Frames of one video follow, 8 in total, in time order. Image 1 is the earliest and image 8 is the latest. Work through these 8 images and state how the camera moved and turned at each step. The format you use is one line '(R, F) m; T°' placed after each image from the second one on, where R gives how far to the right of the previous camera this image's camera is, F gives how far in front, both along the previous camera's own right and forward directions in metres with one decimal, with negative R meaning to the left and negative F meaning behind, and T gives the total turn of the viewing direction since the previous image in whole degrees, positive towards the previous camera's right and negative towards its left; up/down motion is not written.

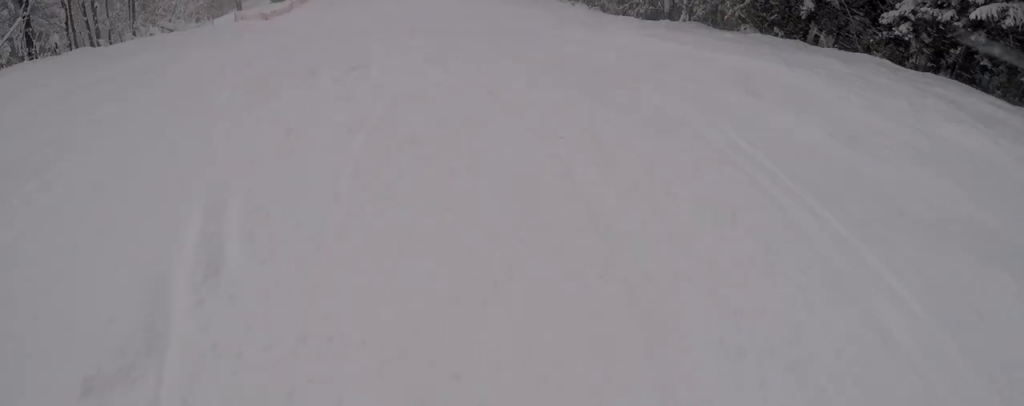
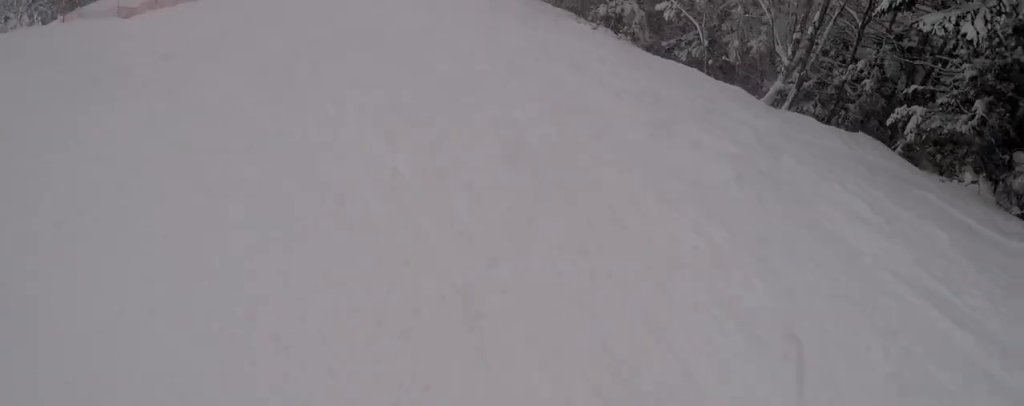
(+1.3, +13.3) m; +2°
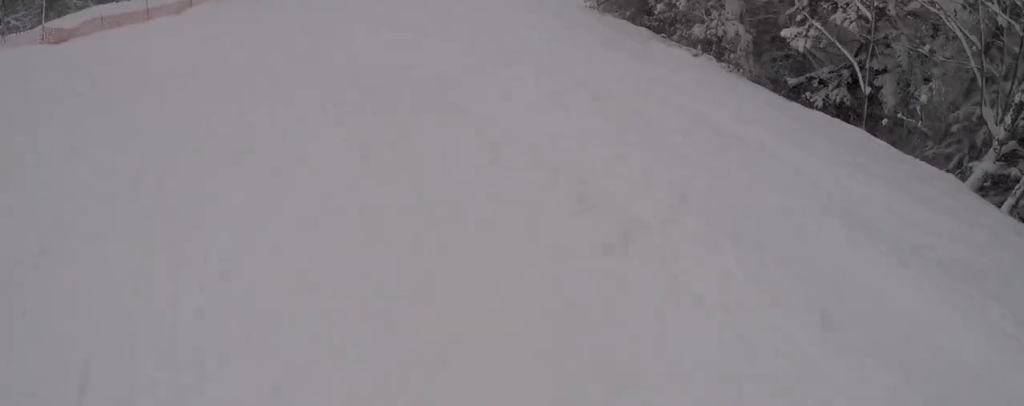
(-0.3, +7.4) m; -6°
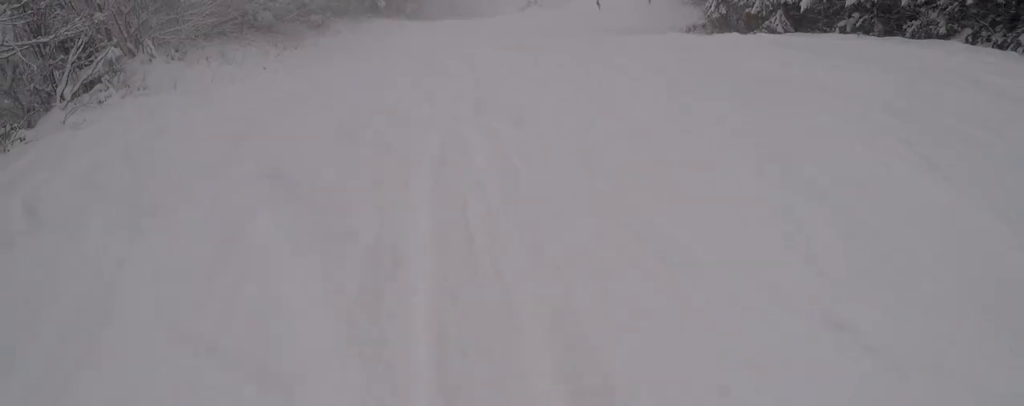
(-3.5, +28.5) m; -2°
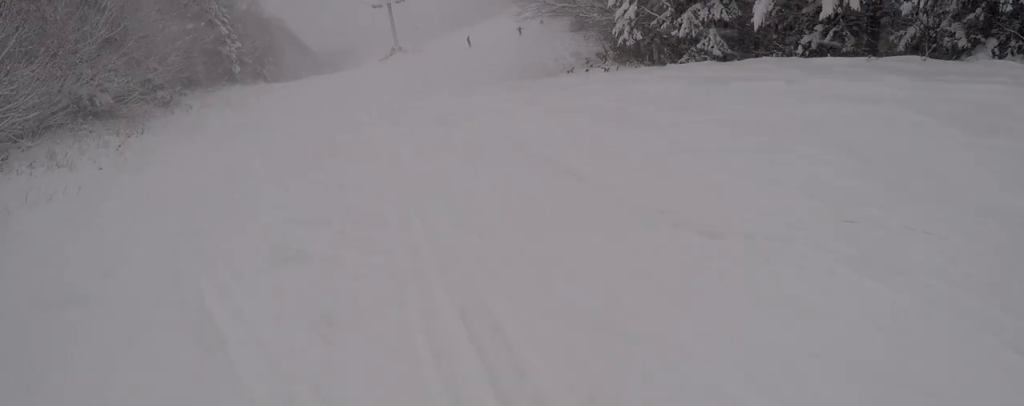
(+0.1, +6.5) m; +7°
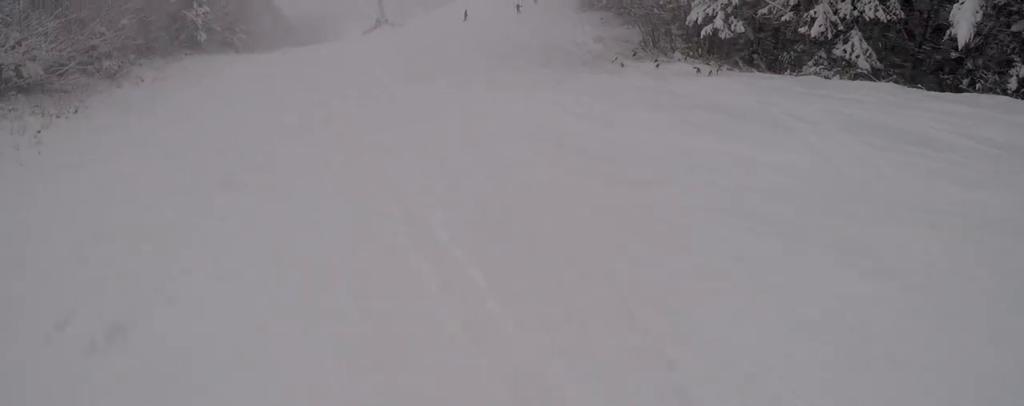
(+0.1, +8.9) m; +11°
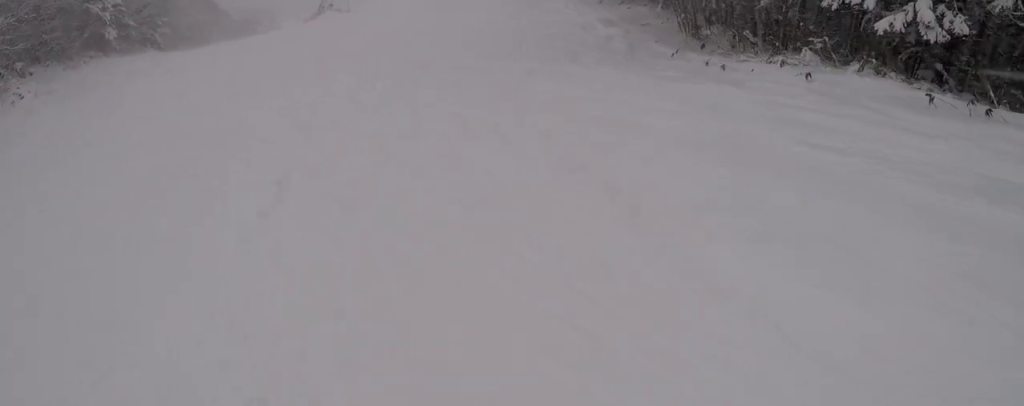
(+2.3, +10.8) m; +7°
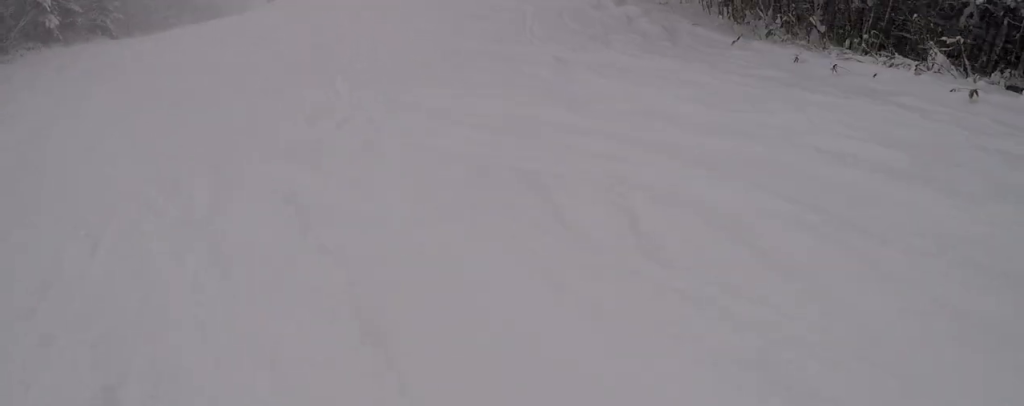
(-0.6, +5.0) m; 0°
